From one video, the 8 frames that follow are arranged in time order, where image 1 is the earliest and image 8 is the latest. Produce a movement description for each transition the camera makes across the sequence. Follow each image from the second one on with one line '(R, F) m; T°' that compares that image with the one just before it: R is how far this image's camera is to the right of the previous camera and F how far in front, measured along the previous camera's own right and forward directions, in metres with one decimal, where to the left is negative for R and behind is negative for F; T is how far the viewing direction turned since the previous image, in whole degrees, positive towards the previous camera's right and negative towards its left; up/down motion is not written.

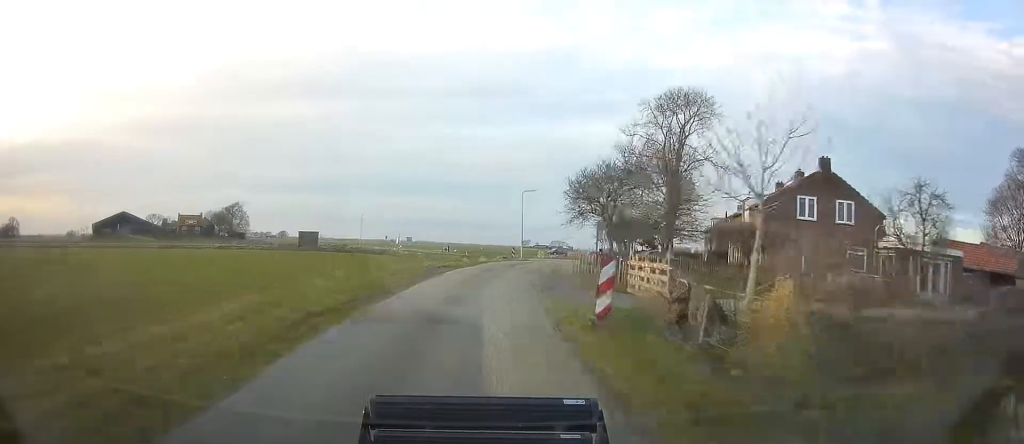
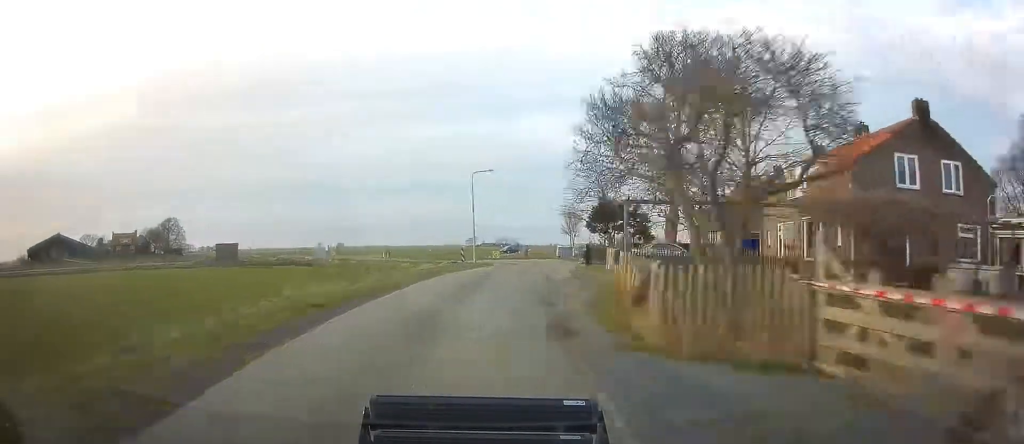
(+0.7, +12.6) m; +3°
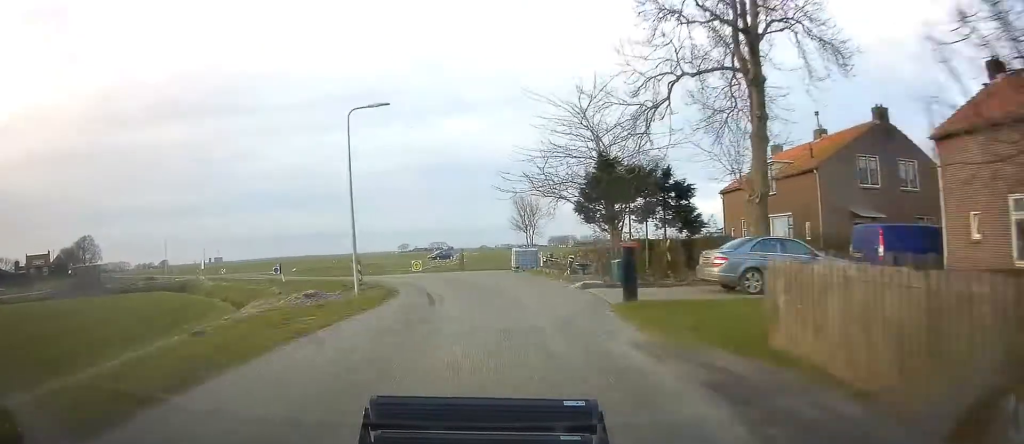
(+0.9, +20.2) m; +2°
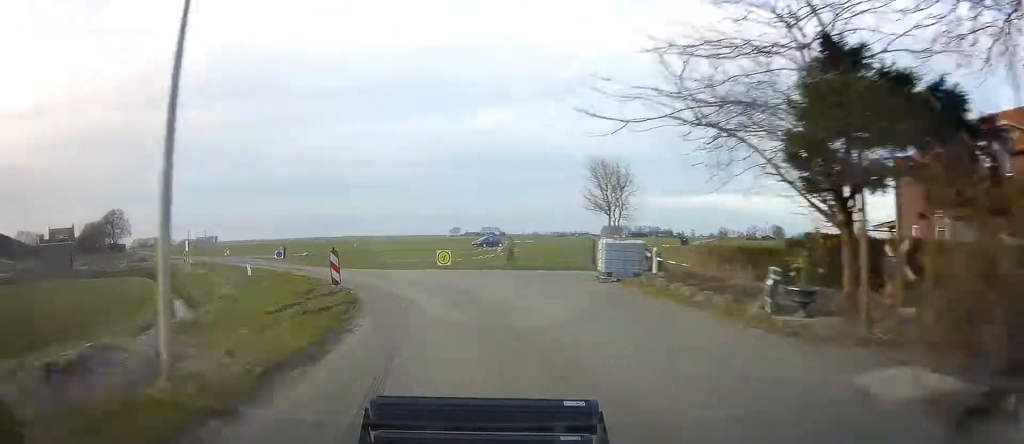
(+0.6, +13.9) m; -2°
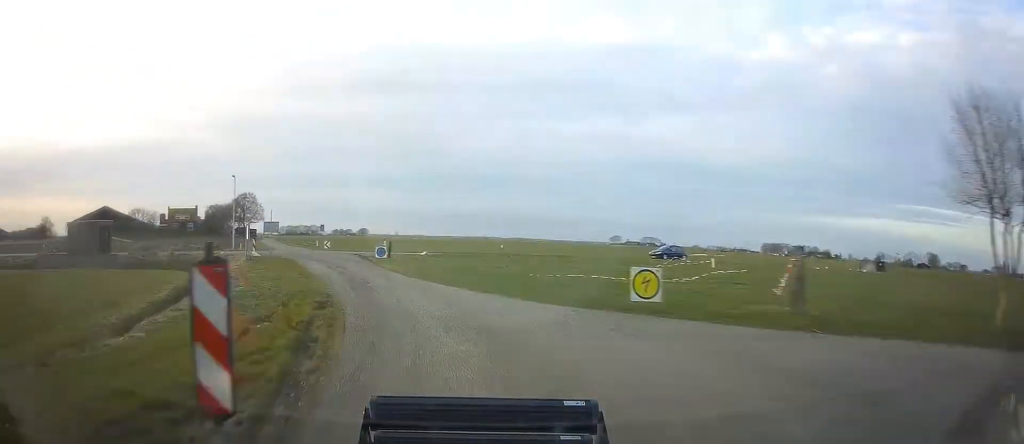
(-1.1, +14.8) m; -11°
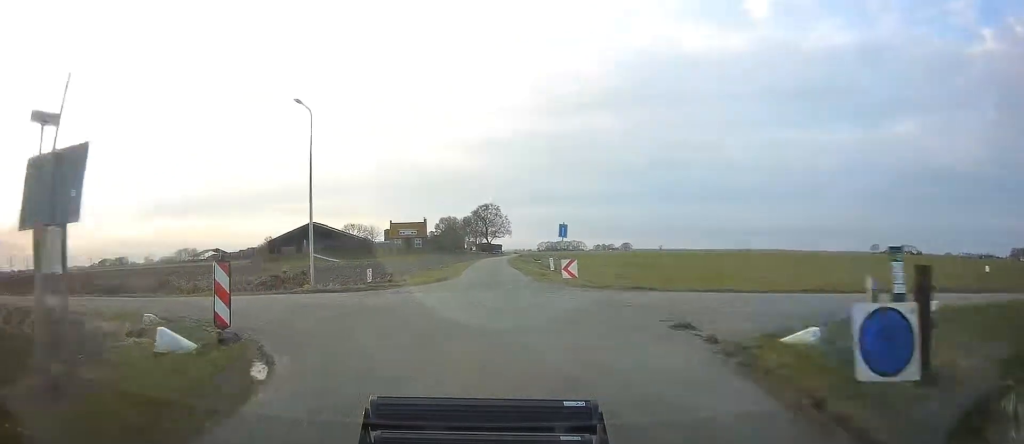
(-7.7, +29.7) m; -35°
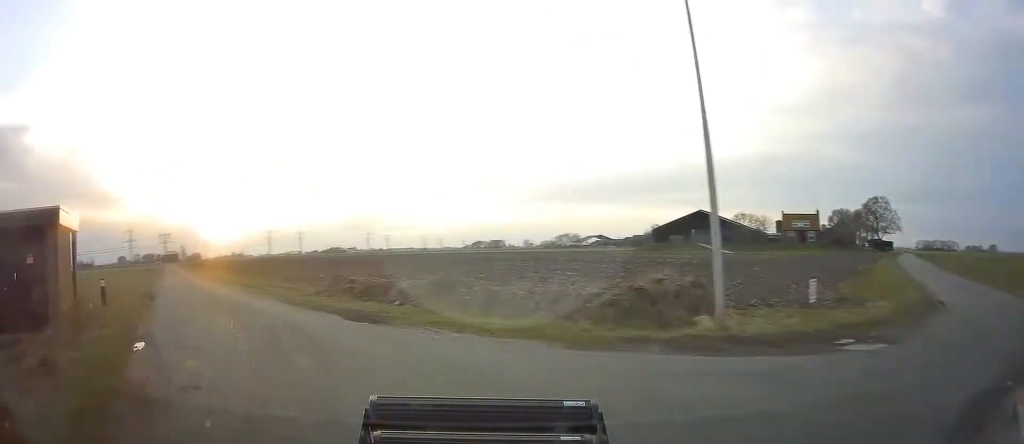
(-2.7, +10.8) m; -27°
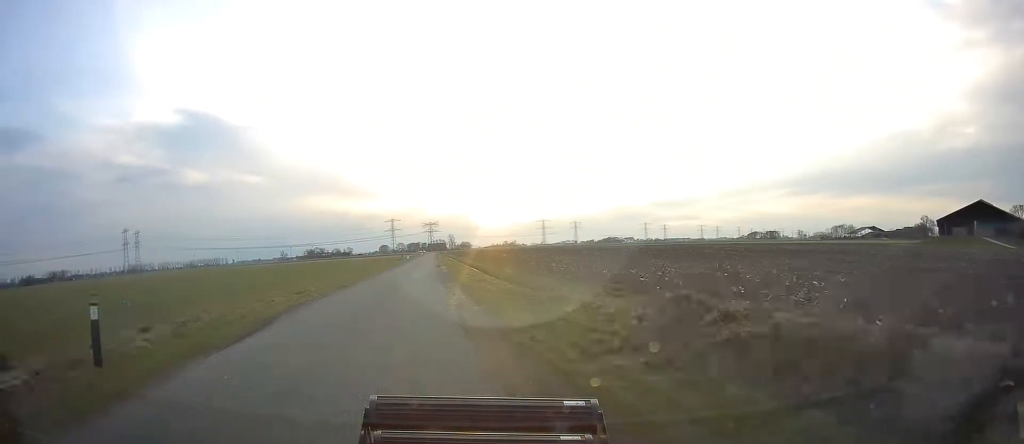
(-3.1, +11.8) m; -22°
